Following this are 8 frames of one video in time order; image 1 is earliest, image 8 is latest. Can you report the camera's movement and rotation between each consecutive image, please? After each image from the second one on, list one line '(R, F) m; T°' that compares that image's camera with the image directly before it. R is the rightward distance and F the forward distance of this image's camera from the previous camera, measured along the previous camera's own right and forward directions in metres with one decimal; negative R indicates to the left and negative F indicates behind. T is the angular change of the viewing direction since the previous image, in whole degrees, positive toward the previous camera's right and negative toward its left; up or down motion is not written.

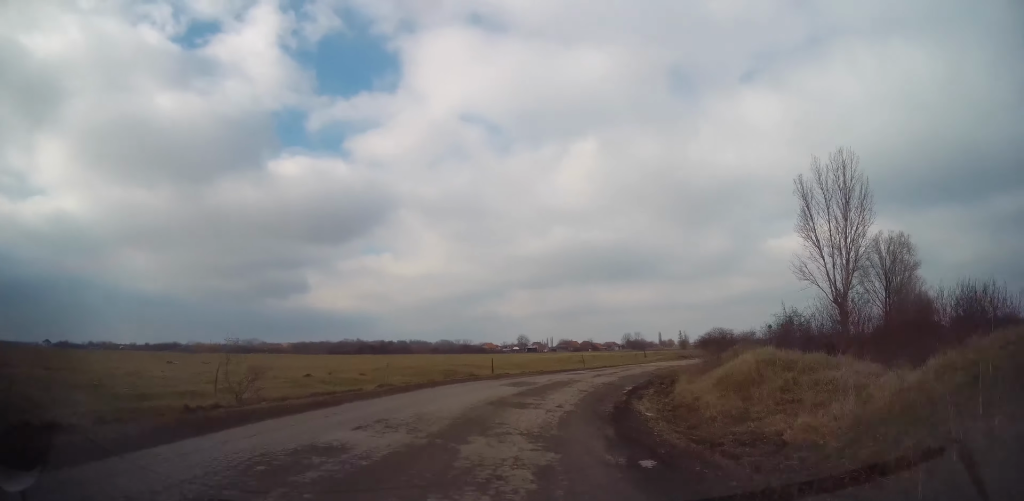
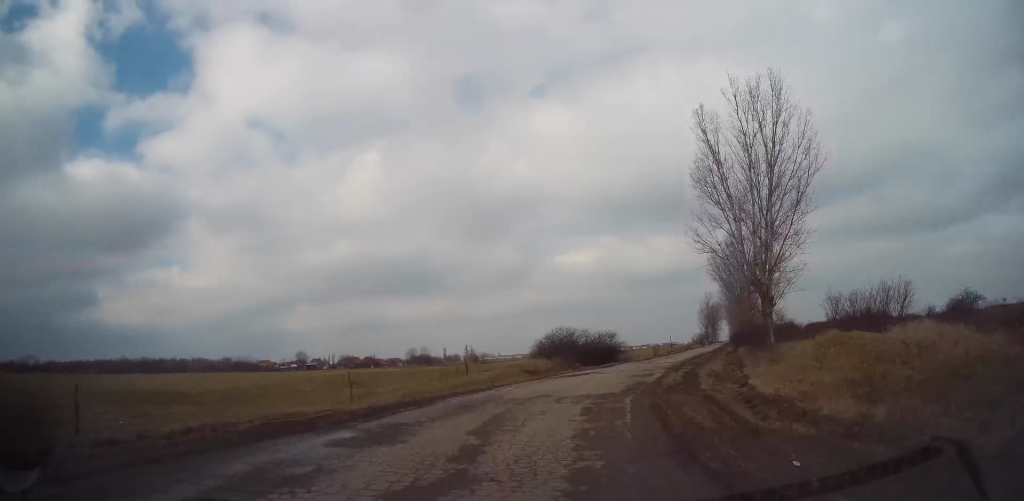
(+3.5, +22.9) m; +20°
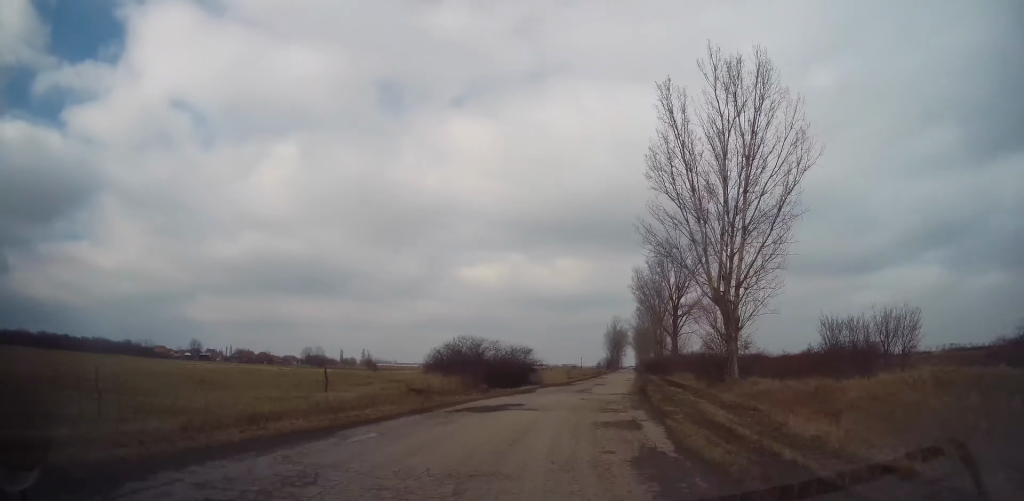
(+0.7, +8.7) m; +9°
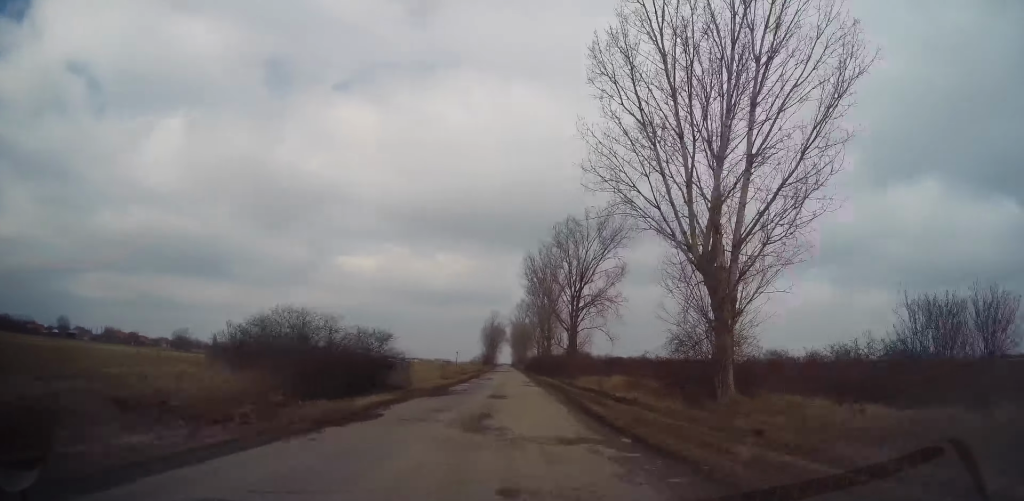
(+1.5, +13.1) m; +12°
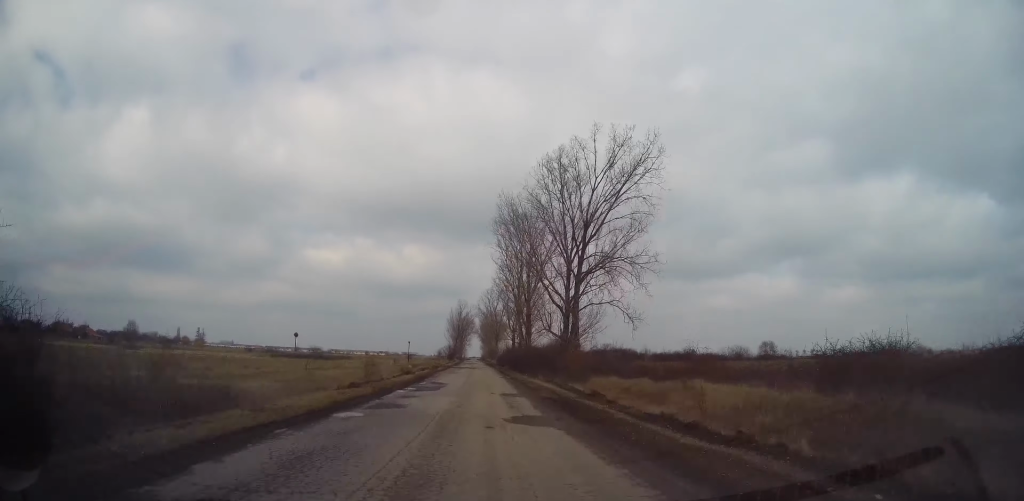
(+2.4, +20.6) m; +7°
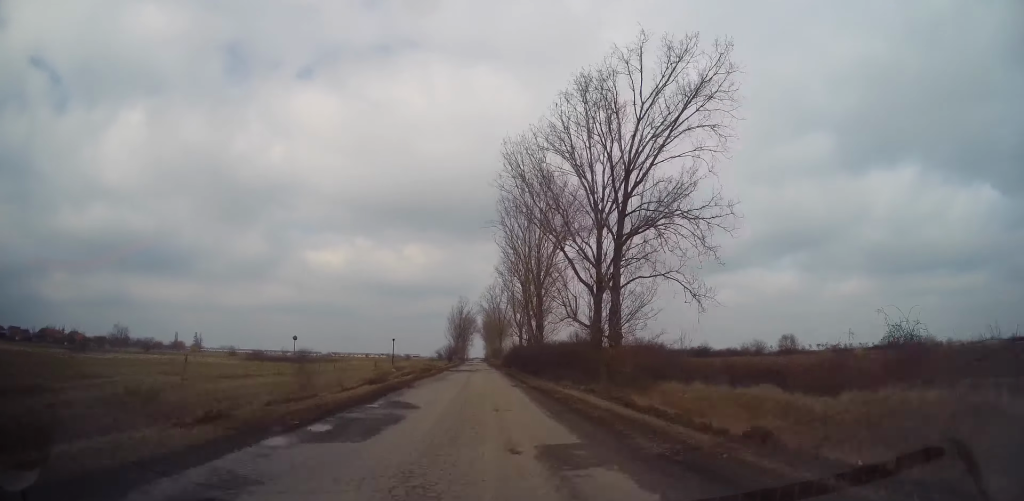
(-0.3, +12.6) m; -2°
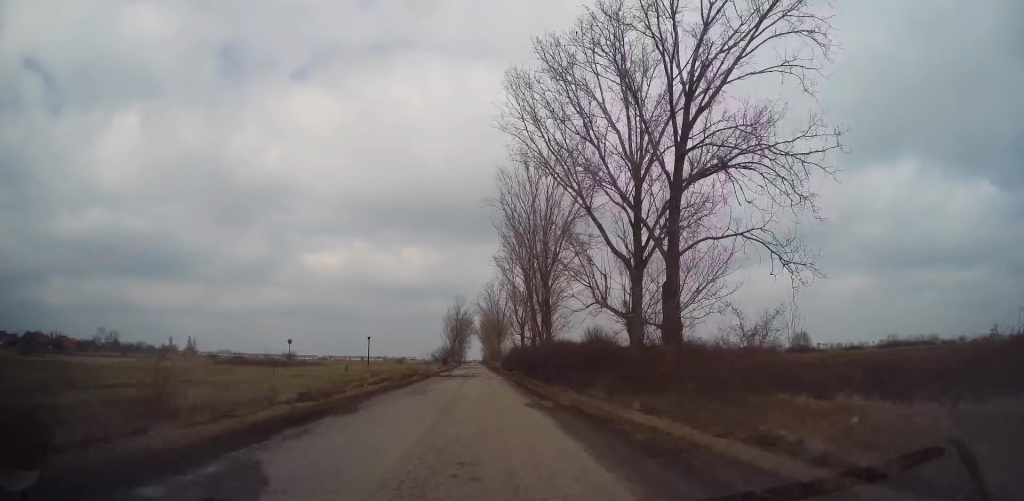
(-0.1, +9.9) m; 0°
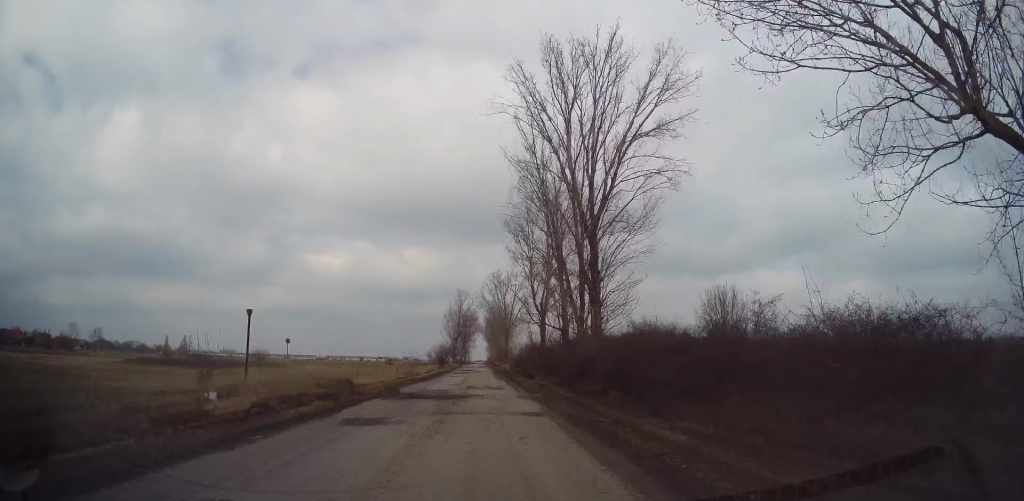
(+0.3, +22.0) m; 0°
